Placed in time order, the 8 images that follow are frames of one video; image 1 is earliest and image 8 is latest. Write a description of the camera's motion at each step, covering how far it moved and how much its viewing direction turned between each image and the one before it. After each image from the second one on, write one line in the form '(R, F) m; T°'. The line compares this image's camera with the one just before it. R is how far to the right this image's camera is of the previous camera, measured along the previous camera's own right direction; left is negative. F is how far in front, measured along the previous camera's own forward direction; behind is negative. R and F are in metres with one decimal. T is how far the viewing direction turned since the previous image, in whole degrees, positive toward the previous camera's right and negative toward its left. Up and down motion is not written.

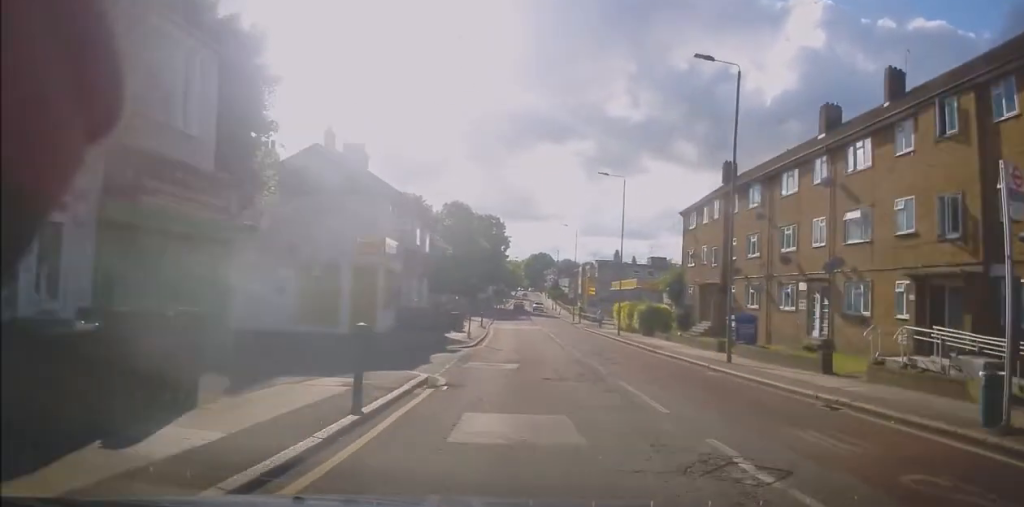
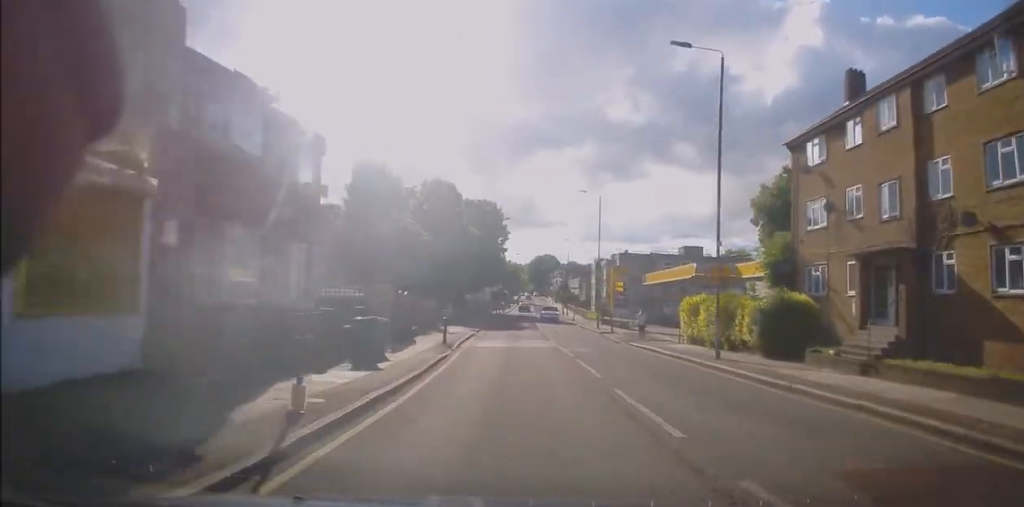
(+0.2, +20.1) m; 0°
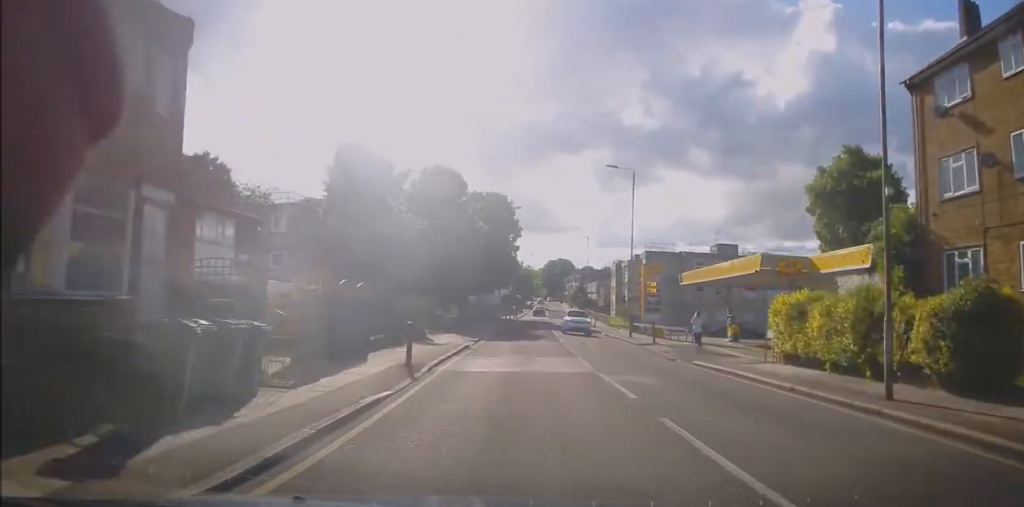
(+0.1, +9.5) m; -2°
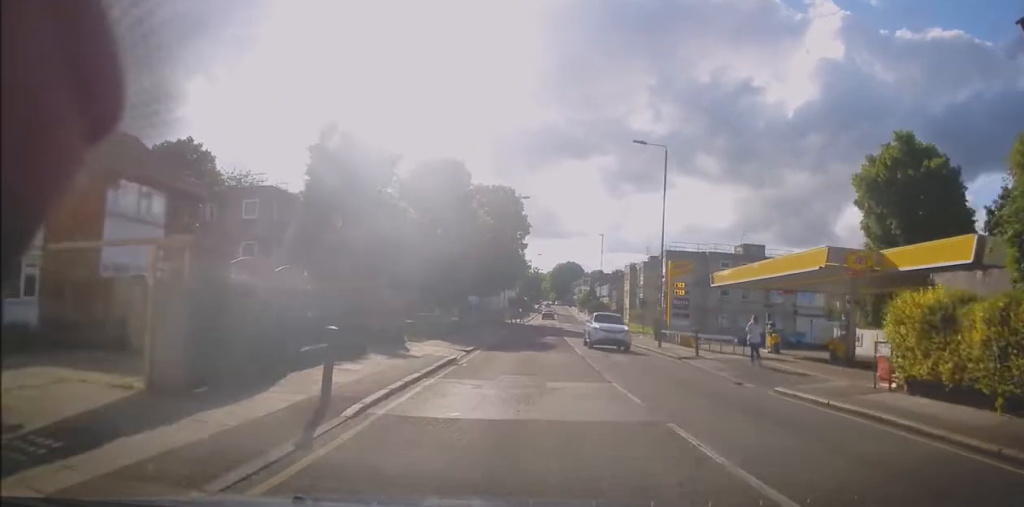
(-0.3, +6.7) m; 0°
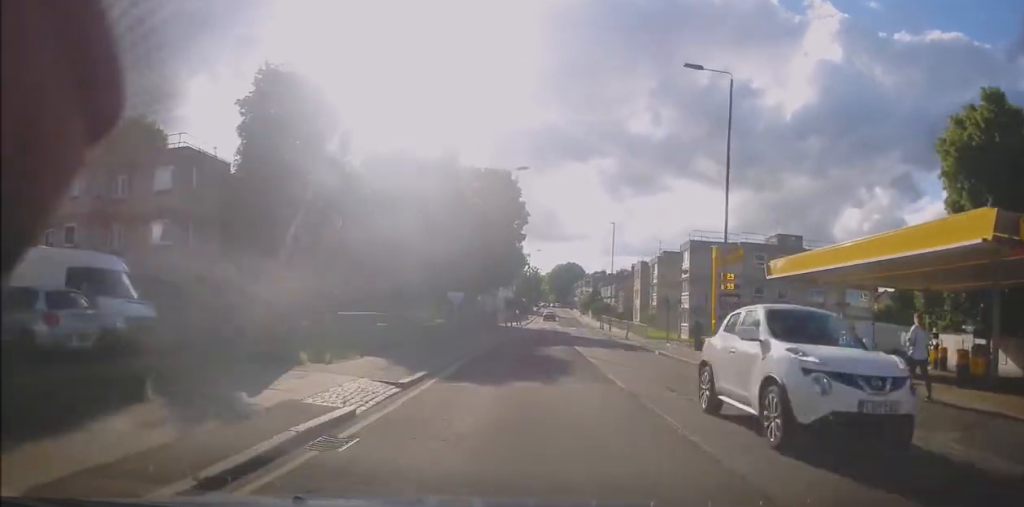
(-0.1, +10.1) m; 0°
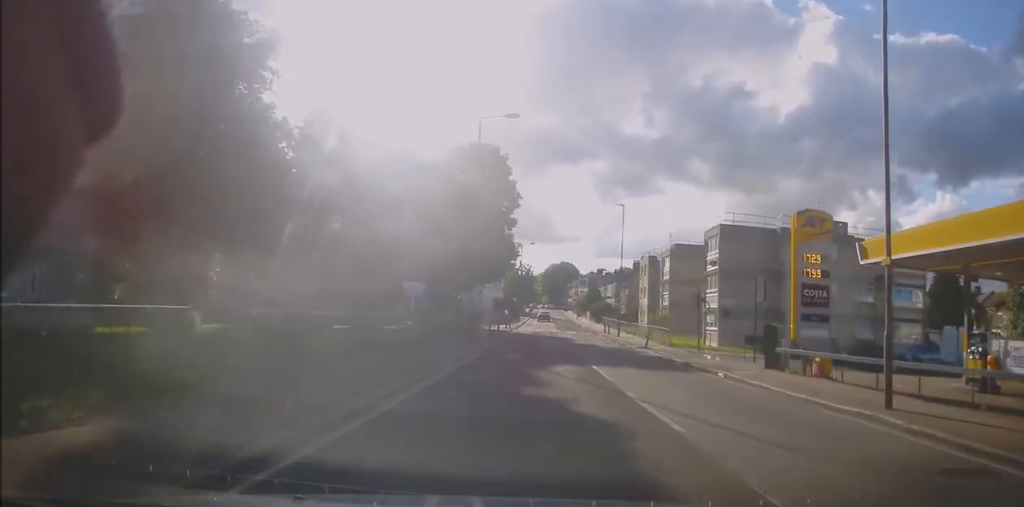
(+0.3, +10.2) m; 0°
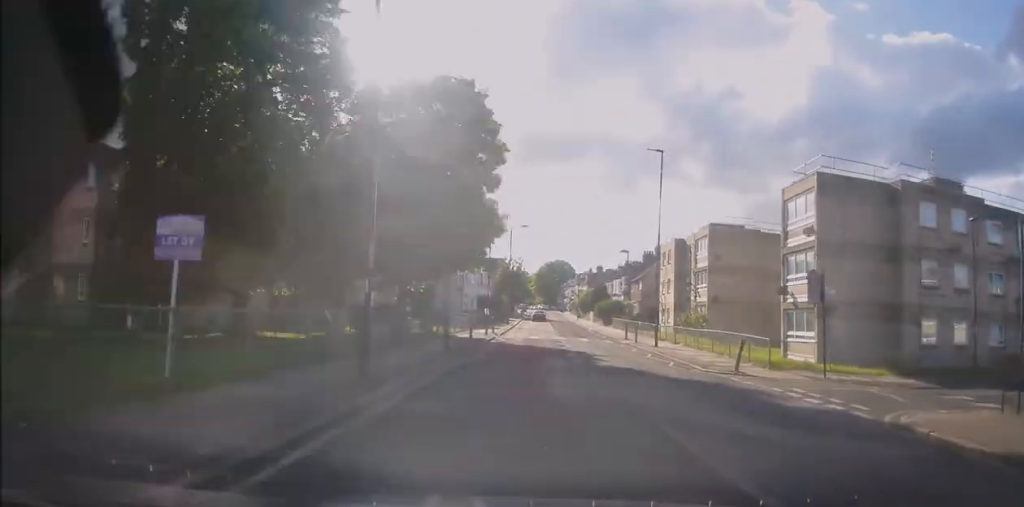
(-0.3, +16.2) m; +1°
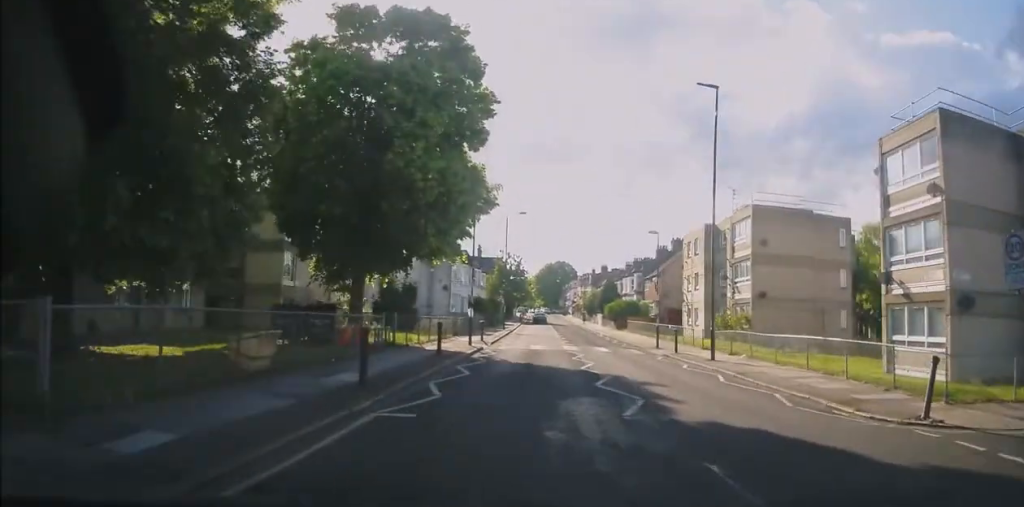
(+0.3, +9.8) m; +1°
